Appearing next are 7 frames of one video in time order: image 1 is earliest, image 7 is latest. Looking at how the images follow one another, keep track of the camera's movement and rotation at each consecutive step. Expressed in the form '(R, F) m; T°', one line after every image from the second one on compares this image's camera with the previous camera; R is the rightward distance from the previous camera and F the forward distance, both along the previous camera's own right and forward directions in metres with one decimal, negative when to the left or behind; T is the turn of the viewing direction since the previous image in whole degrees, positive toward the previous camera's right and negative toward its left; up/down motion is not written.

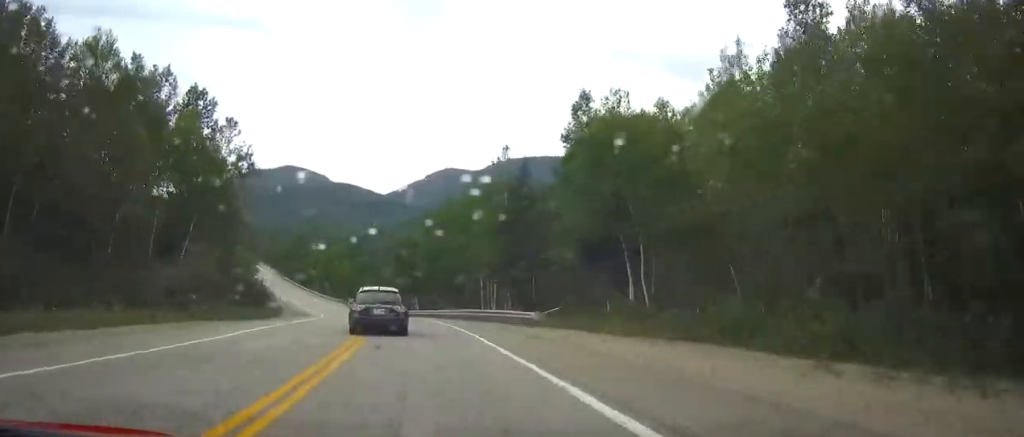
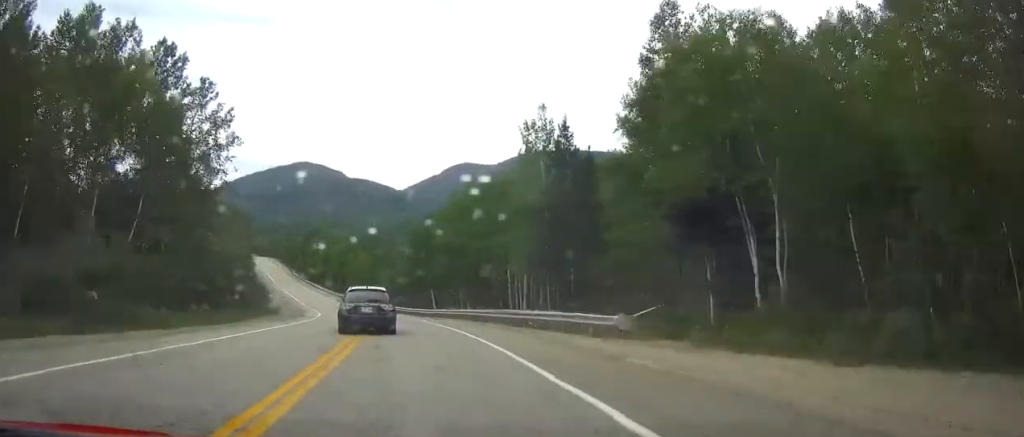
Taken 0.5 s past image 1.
(-0.3, +12.2) m; -2°
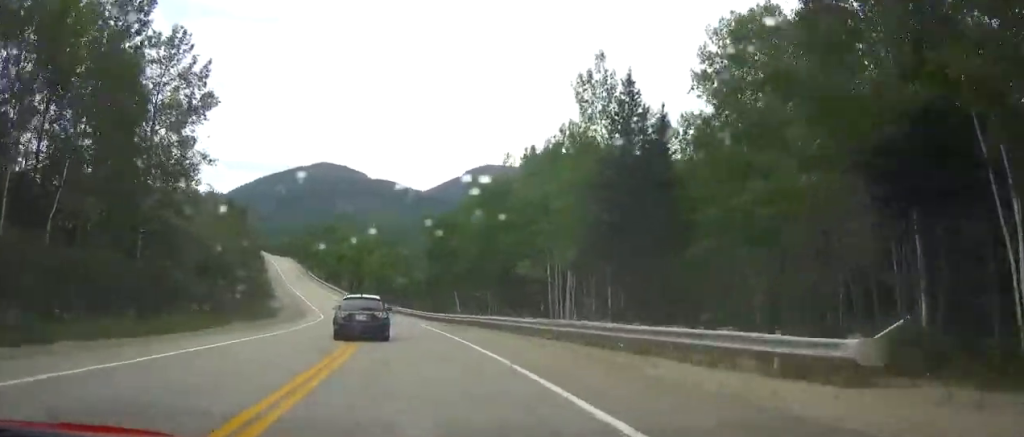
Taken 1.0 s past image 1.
(0.0, +11.4) m; -2°
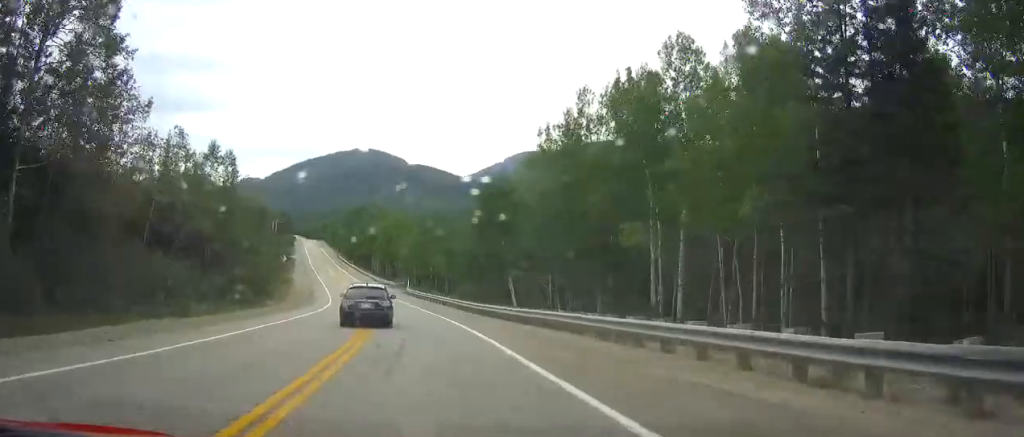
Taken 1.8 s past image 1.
(-0.4, +18.4) m; -3°
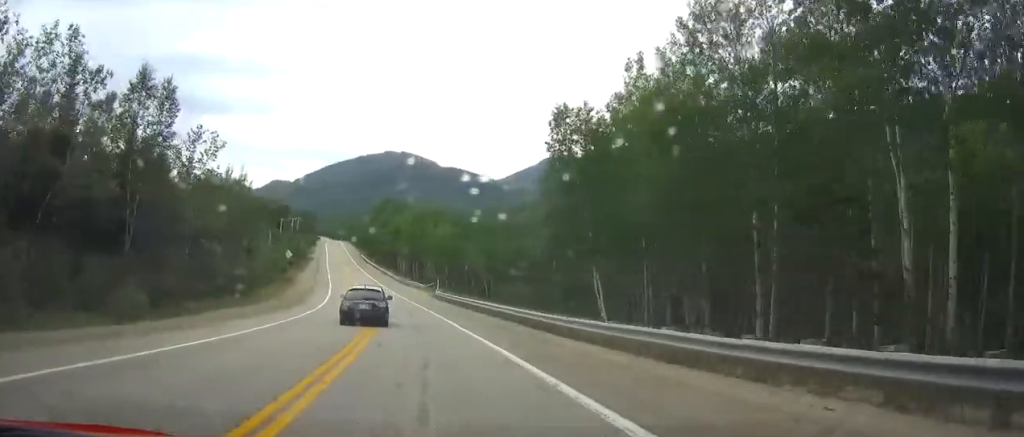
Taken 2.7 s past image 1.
(-0.6, +21.1) m; -3°
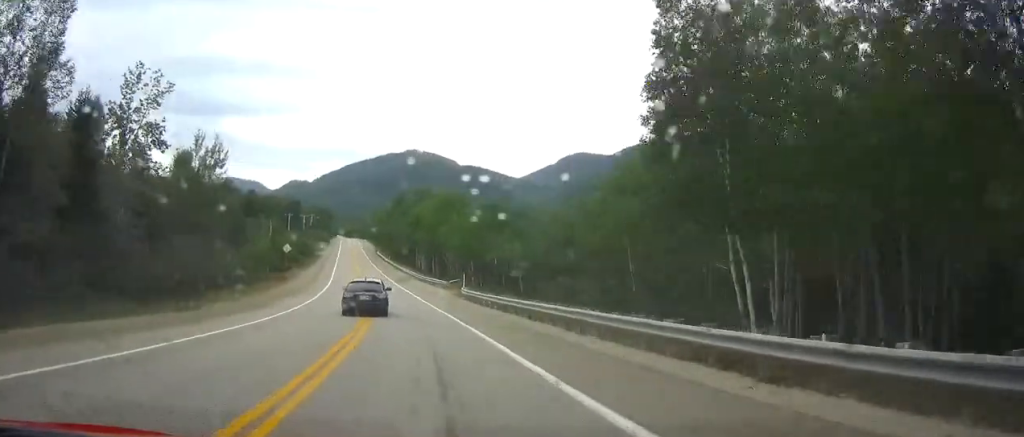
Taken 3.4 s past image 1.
(-0.2, +15.3) m; -2°
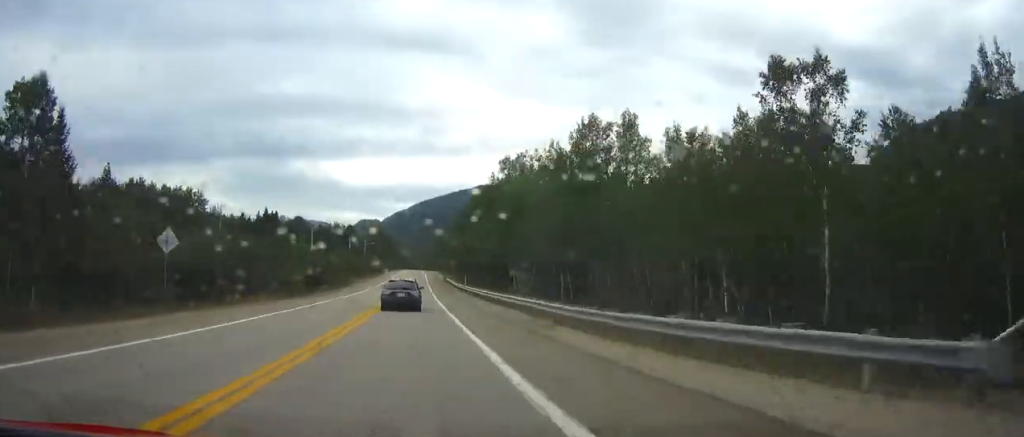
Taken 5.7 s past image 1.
(-4.0, +59.3) m; -7°
